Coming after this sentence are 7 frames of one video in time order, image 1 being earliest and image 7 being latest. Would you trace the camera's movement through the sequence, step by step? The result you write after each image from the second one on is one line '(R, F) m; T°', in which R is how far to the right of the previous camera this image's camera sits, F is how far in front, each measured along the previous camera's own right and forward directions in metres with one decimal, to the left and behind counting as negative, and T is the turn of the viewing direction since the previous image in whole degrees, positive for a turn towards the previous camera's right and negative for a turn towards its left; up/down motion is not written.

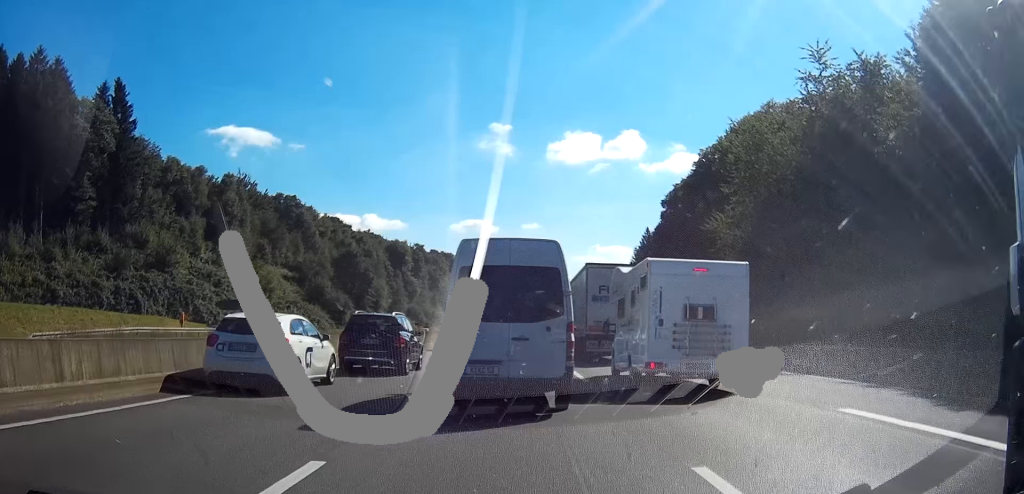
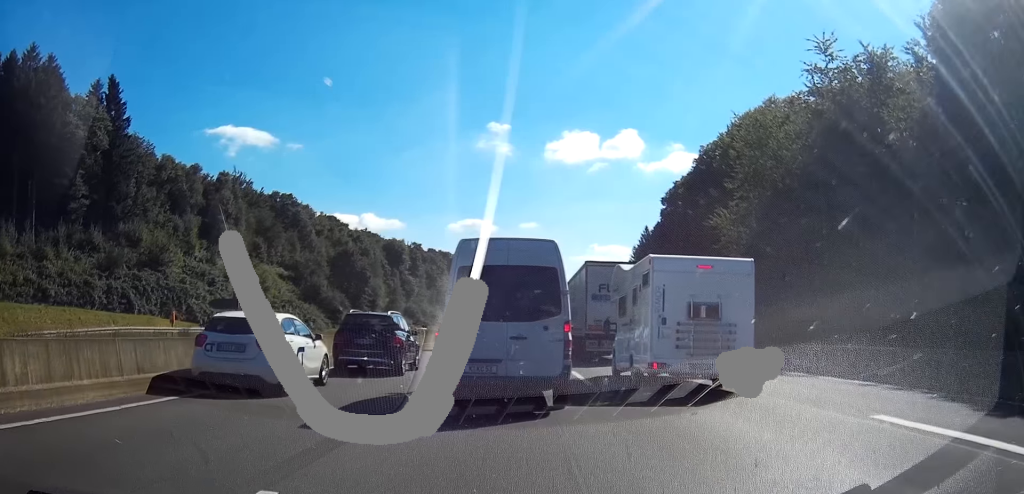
(0.0, +1.6) m; 0°
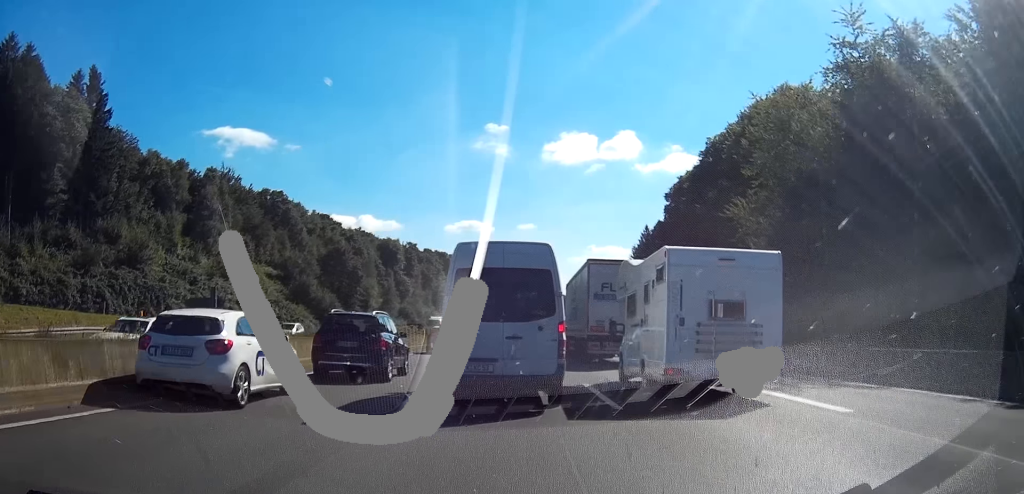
(0.0, +5.6) m; +1°
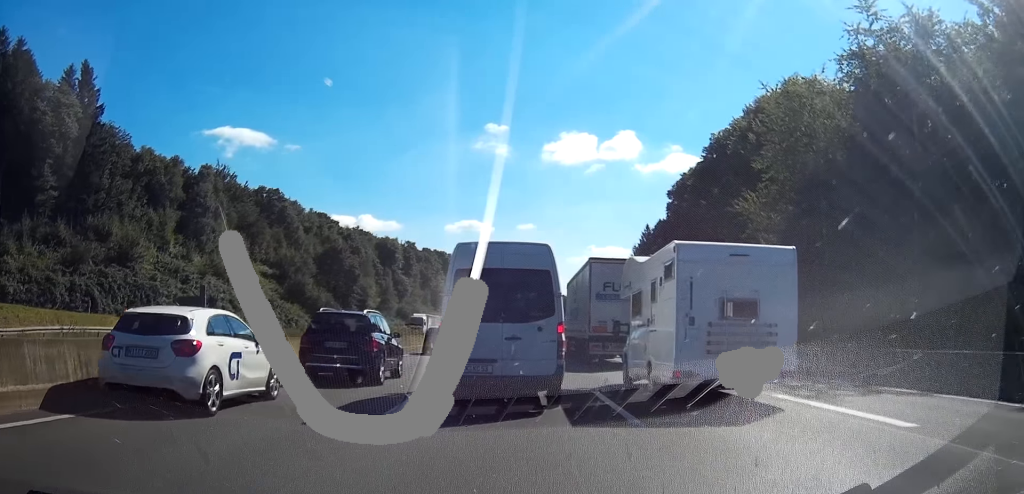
(0.0, +2.7) m; 0°
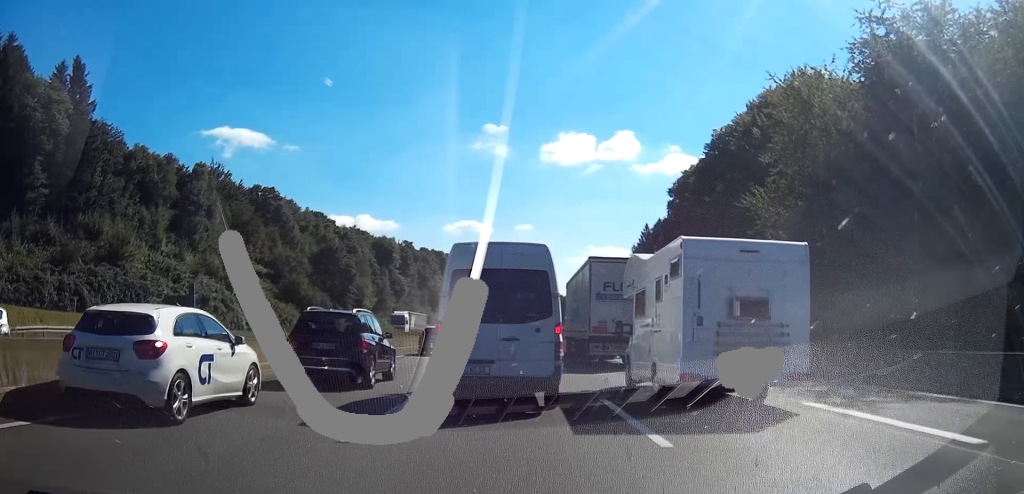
(0.0, +2.2) m; 0°
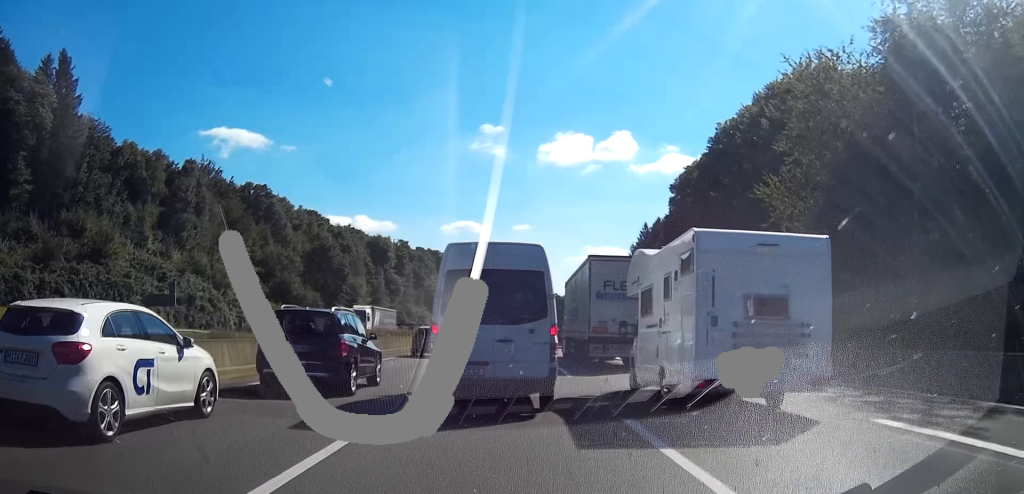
(0.0, +4.0) m; -1°
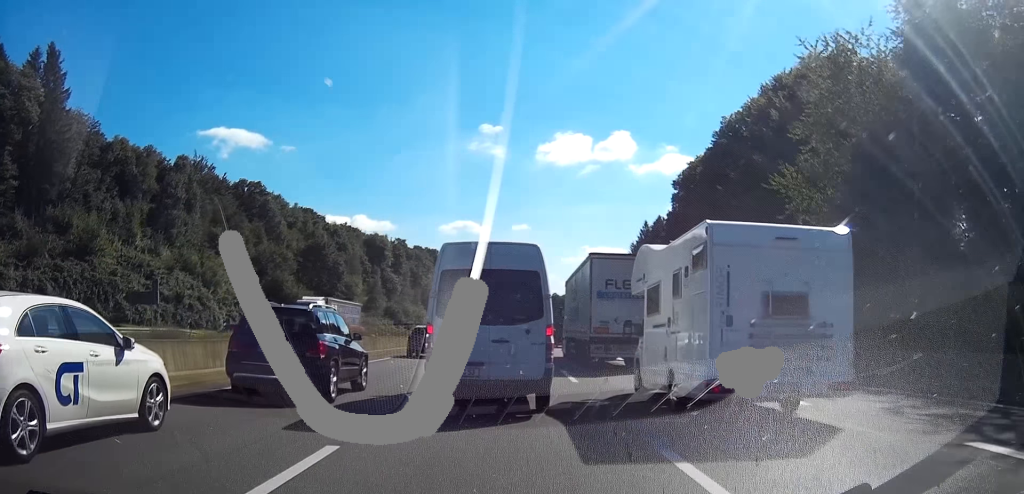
(0.0, +3.6) m; -1°
